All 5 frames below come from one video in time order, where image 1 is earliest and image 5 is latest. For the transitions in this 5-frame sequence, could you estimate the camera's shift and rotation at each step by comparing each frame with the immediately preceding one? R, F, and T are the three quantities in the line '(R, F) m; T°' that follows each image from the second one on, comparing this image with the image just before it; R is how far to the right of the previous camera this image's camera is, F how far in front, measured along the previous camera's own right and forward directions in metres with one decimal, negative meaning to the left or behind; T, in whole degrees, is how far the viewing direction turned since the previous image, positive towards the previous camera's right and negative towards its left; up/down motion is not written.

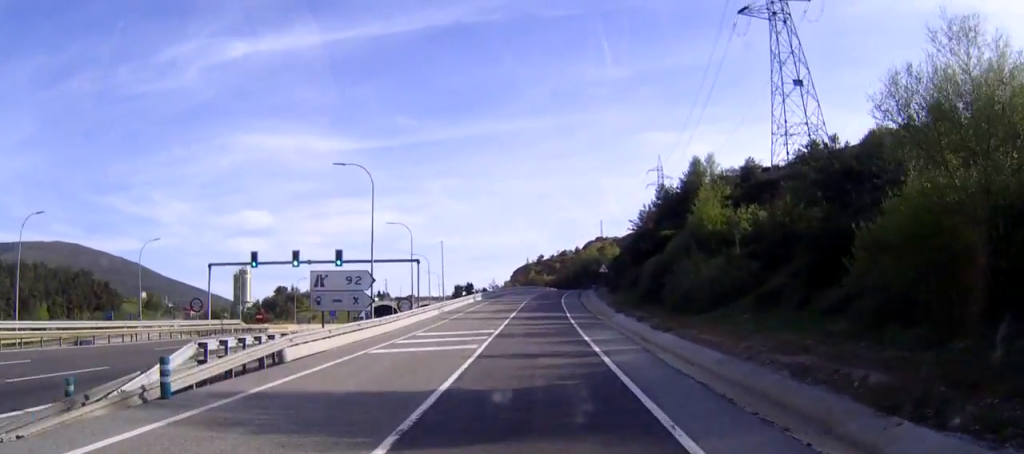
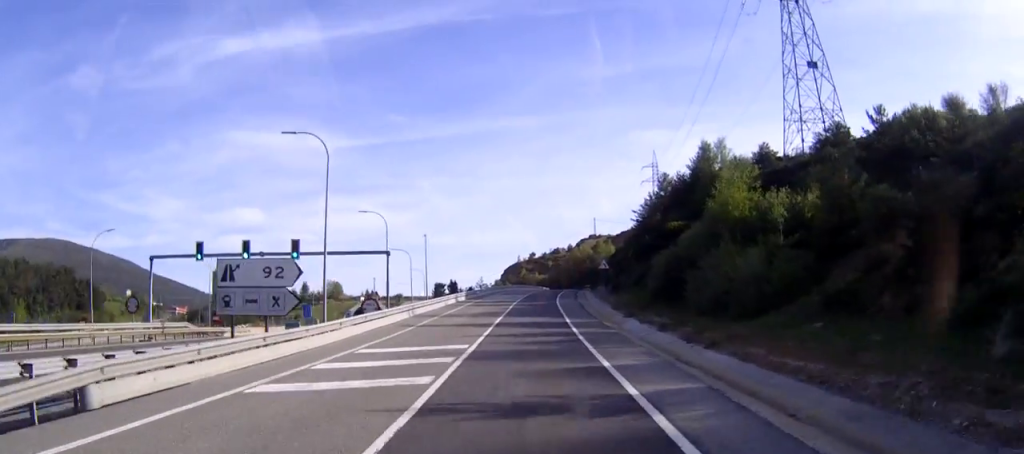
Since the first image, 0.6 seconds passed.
(0.0, +9.2) m; 0°
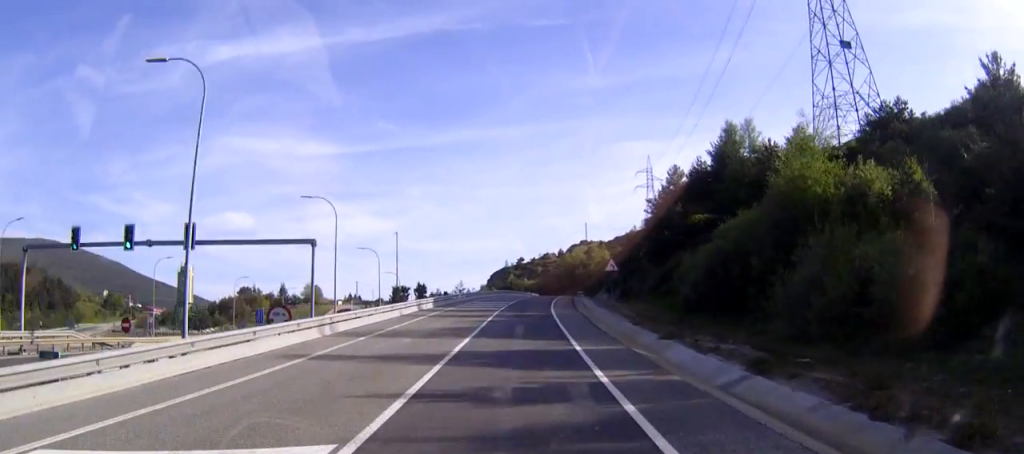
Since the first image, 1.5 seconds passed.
(+0.1, +15.0) m; 0°
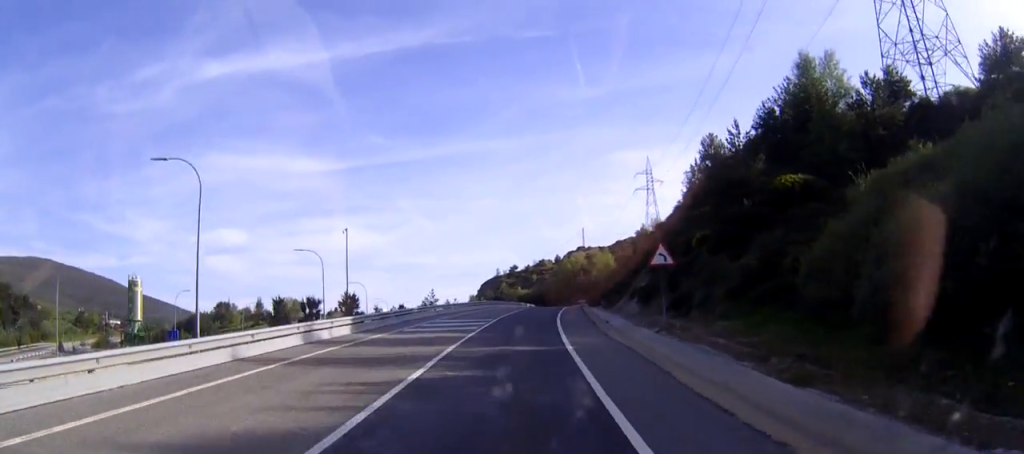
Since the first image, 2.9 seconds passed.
(0.0, +22.8) m; 0°
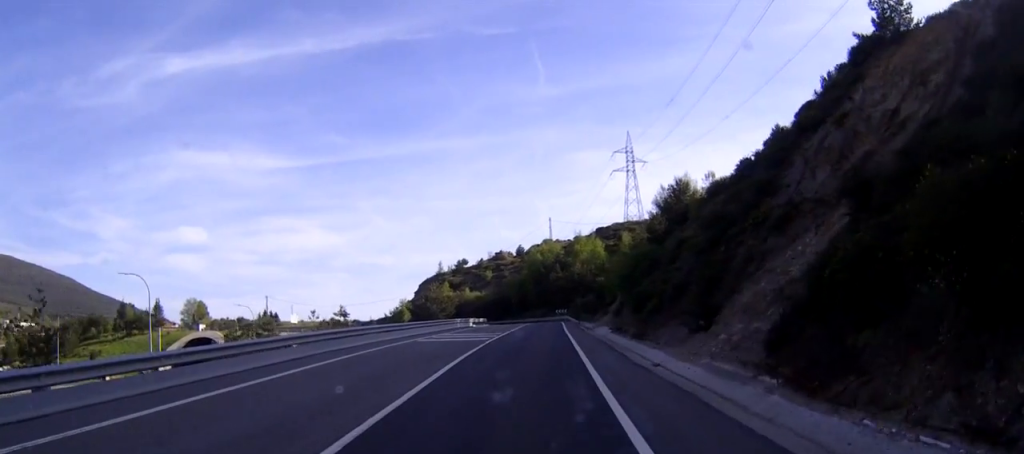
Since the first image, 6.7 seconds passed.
(+1.7, +56.6) m; +3°
